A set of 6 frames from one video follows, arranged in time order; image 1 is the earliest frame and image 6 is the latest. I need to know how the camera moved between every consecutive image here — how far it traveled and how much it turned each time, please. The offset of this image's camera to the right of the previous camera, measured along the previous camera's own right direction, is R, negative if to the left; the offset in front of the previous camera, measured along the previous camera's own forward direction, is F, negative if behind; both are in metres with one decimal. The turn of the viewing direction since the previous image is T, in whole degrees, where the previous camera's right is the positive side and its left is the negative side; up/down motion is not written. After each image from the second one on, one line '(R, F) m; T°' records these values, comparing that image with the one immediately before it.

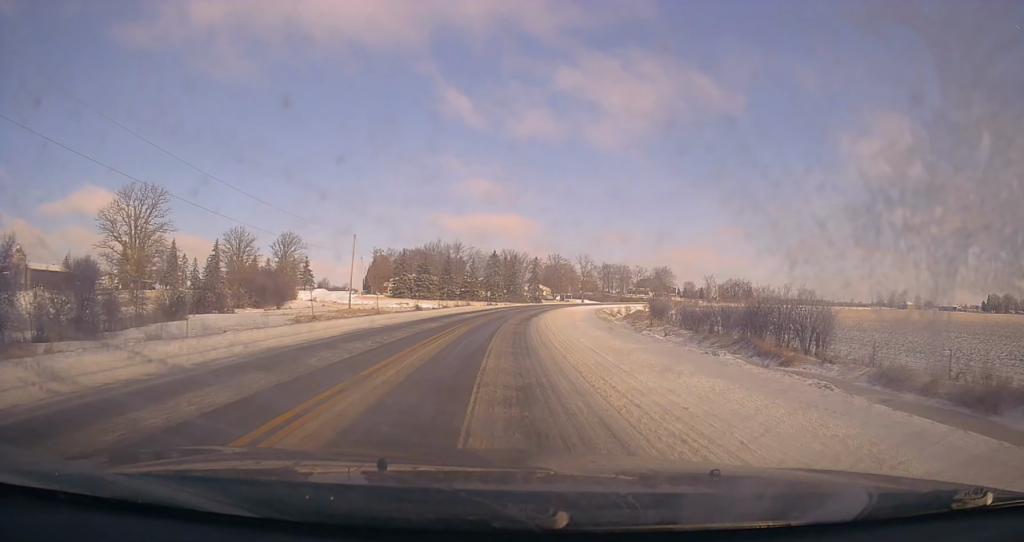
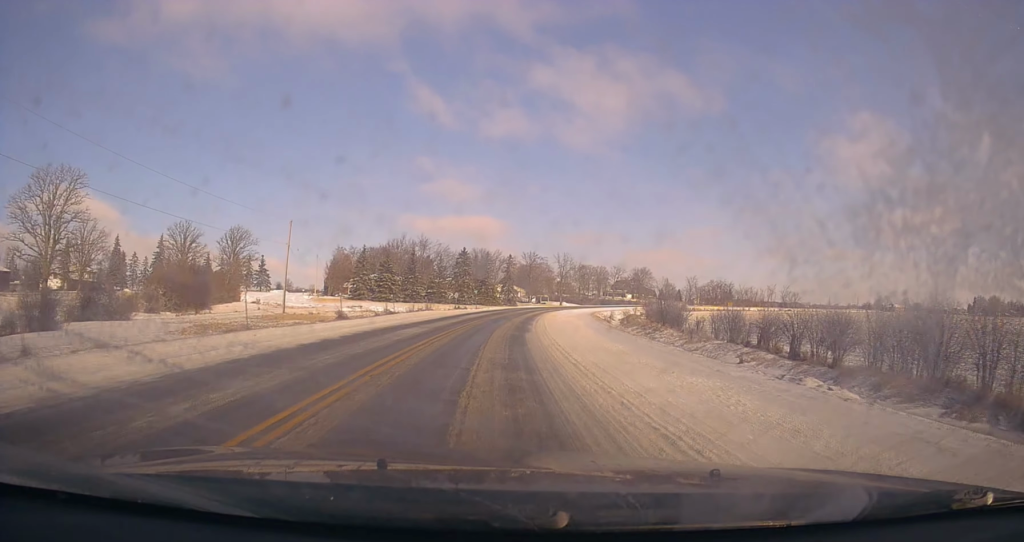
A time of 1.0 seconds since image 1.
(+0.2, +17.3) m; +2°
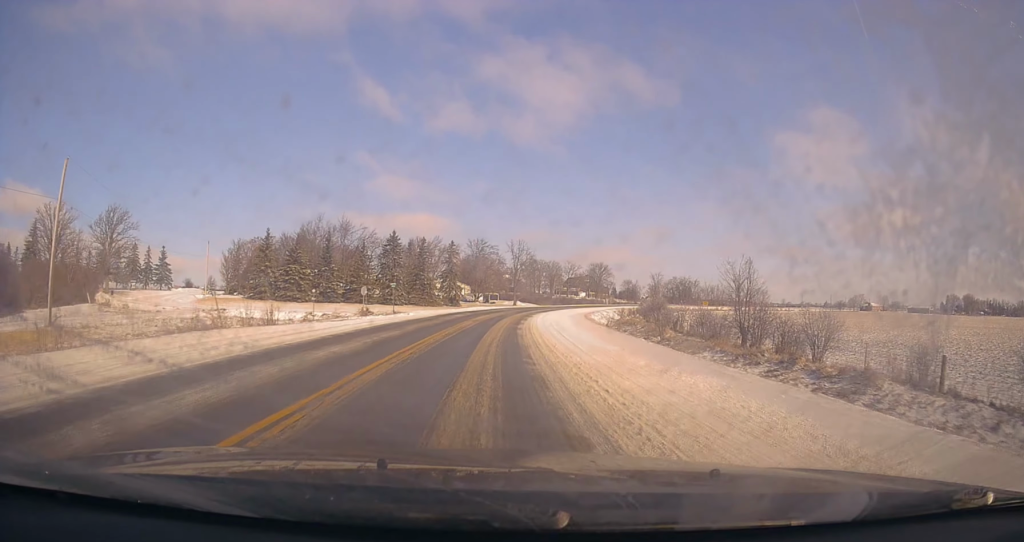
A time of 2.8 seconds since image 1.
(+1.7, +32.1) m; +5°
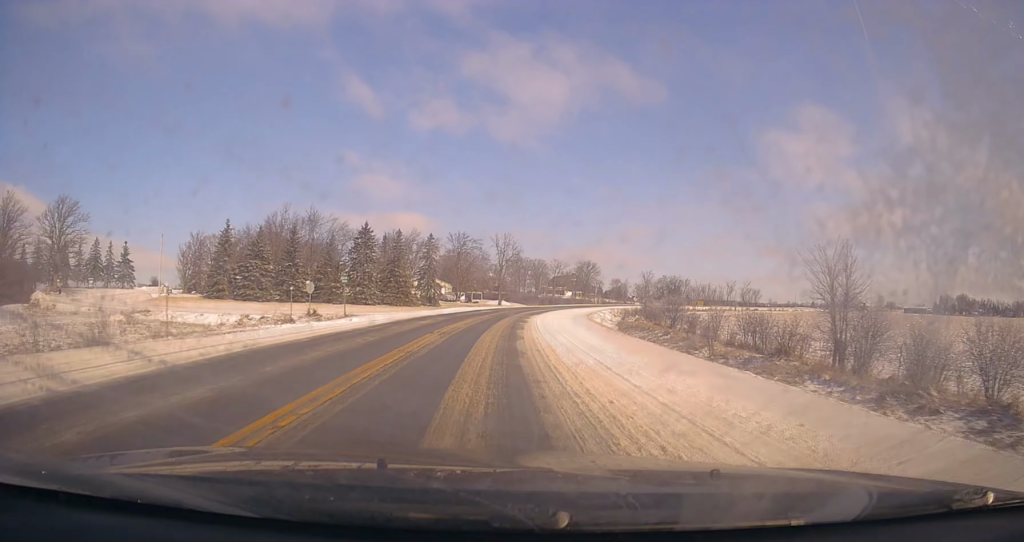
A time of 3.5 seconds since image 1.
(-0.1, +12.1) m; +2°
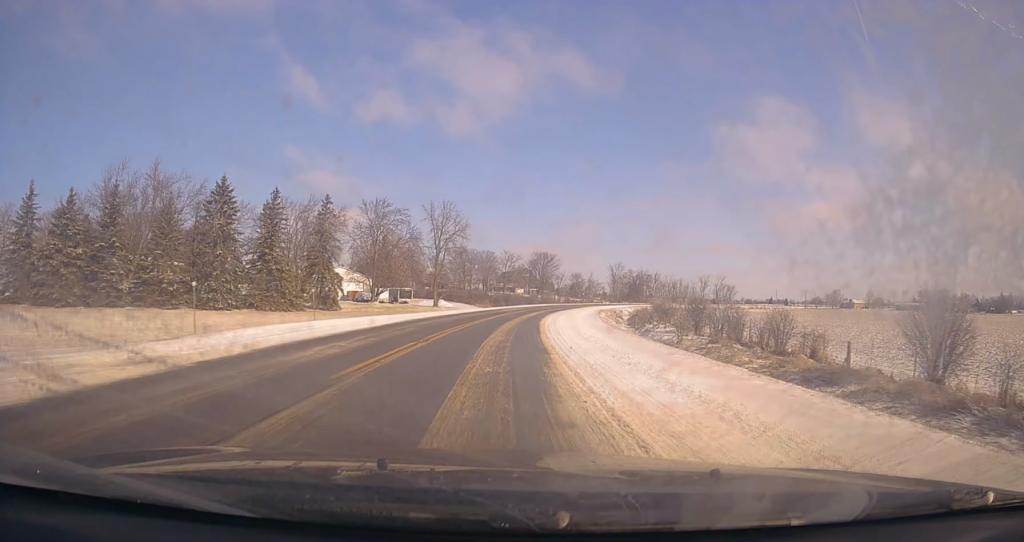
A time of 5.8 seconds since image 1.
(+3.0, +40.5) m; +7°
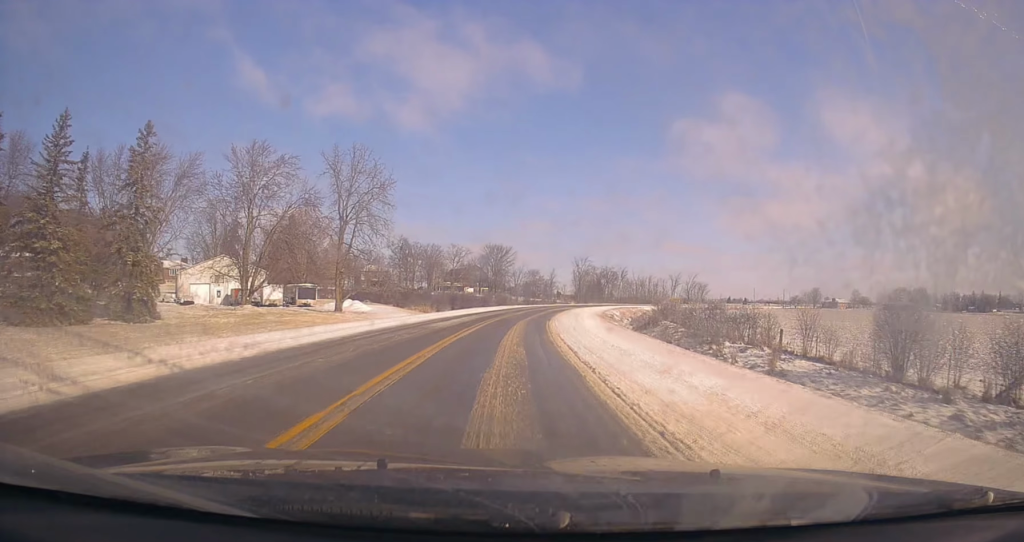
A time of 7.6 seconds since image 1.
(+0.1, +32.4) m; +4°
